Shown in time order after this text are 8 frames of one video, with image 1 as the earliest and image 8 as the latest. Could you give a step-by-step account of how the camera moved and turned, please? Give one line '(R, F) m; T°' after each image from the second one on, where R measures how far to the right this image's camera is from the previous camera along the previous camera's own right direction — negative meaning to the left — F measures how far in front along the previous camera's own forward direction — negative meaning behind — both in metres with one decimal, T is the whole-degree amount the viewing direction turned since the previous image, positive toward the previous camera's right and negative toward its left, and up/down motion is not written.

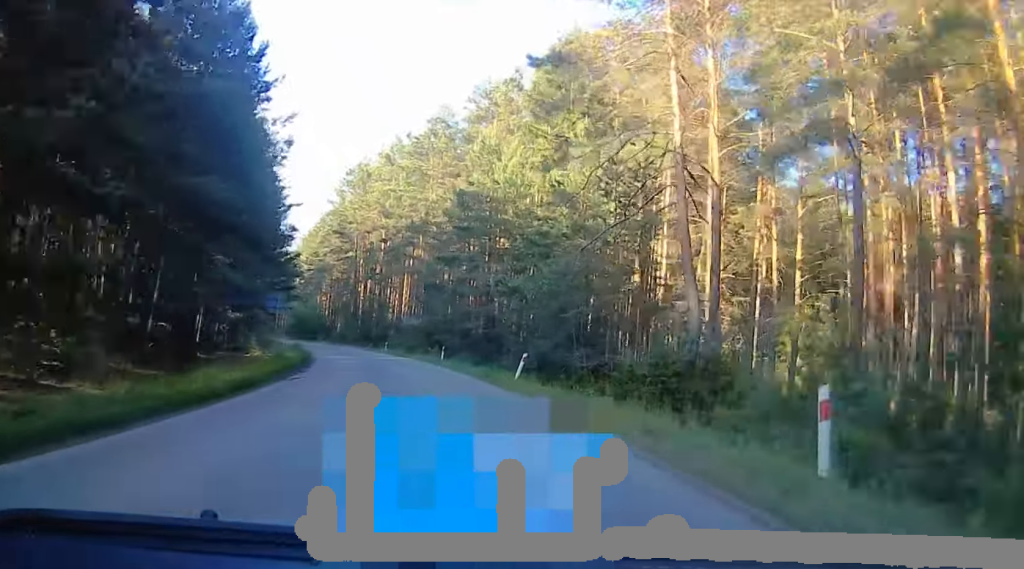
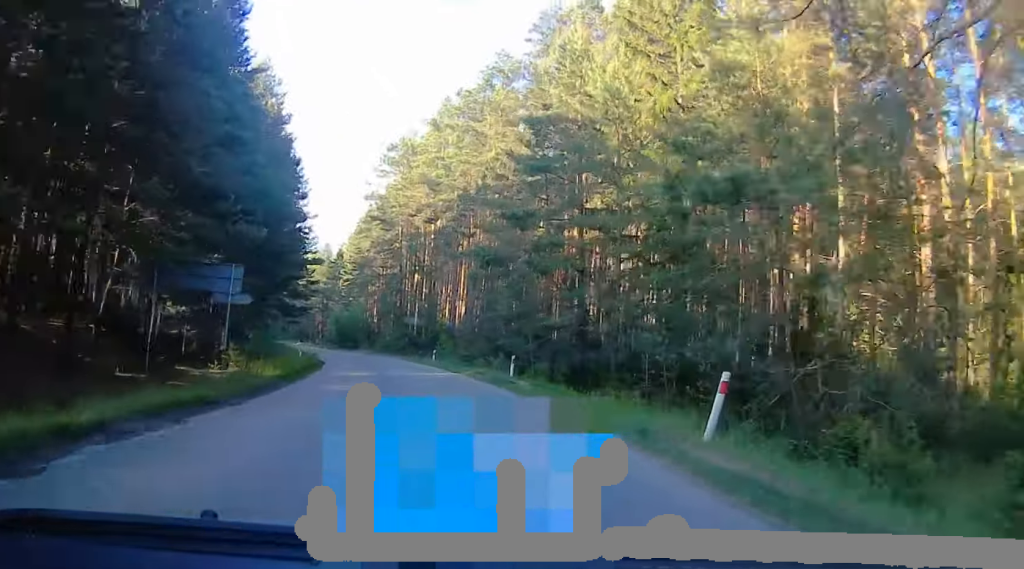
(0.0, +16.5) m; -4°
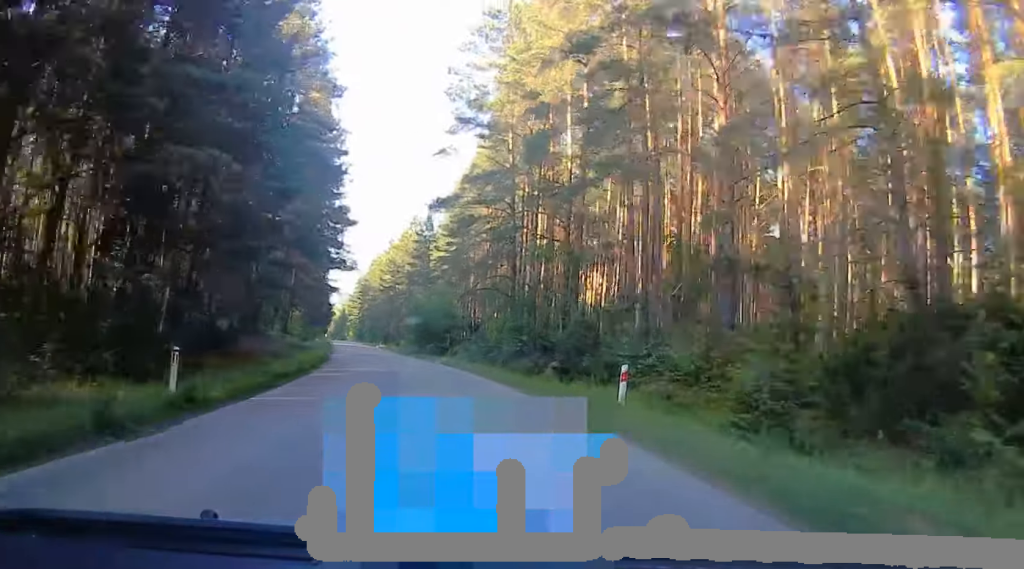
(-3.4, +34.7) m; -9°
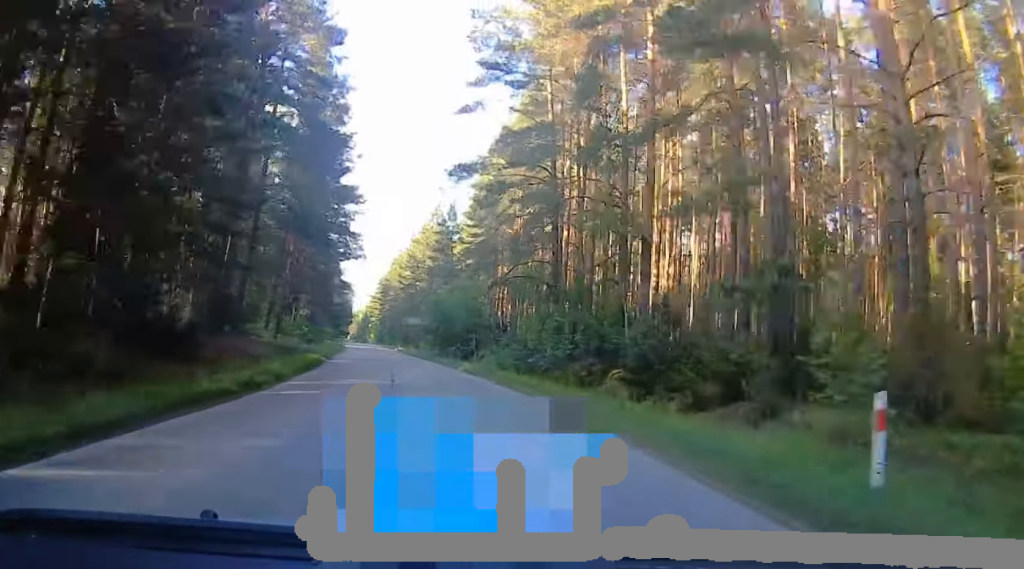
(0.0, +8.9) m; -1°
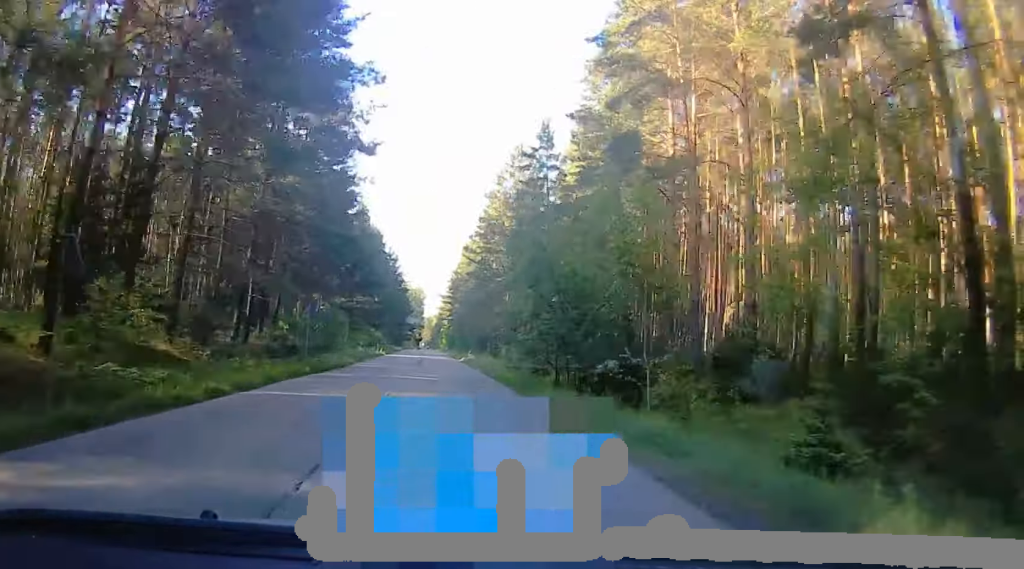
(-1.2, +31.3) m; -5°
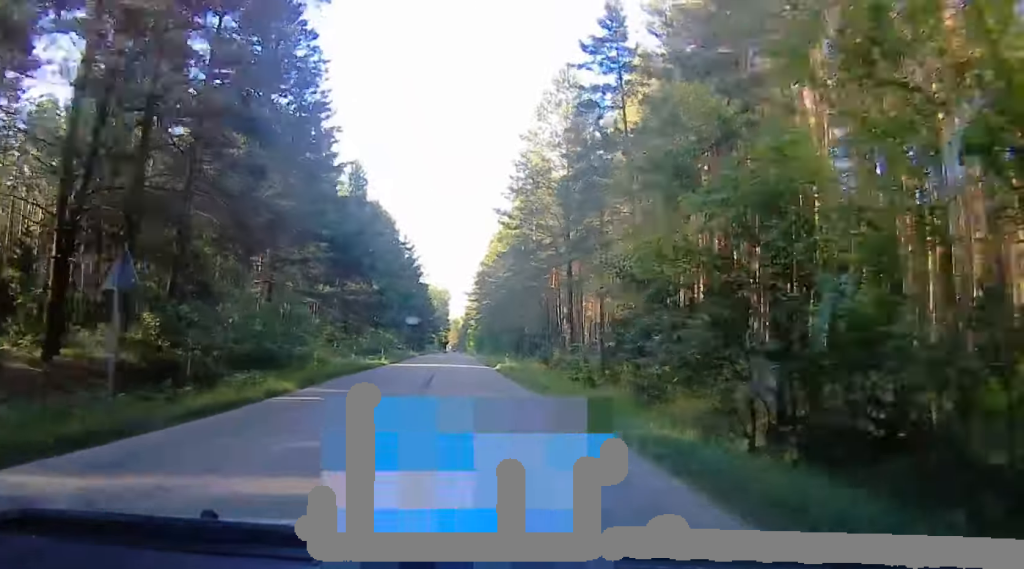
(-0.4, +17.3) m; -4°
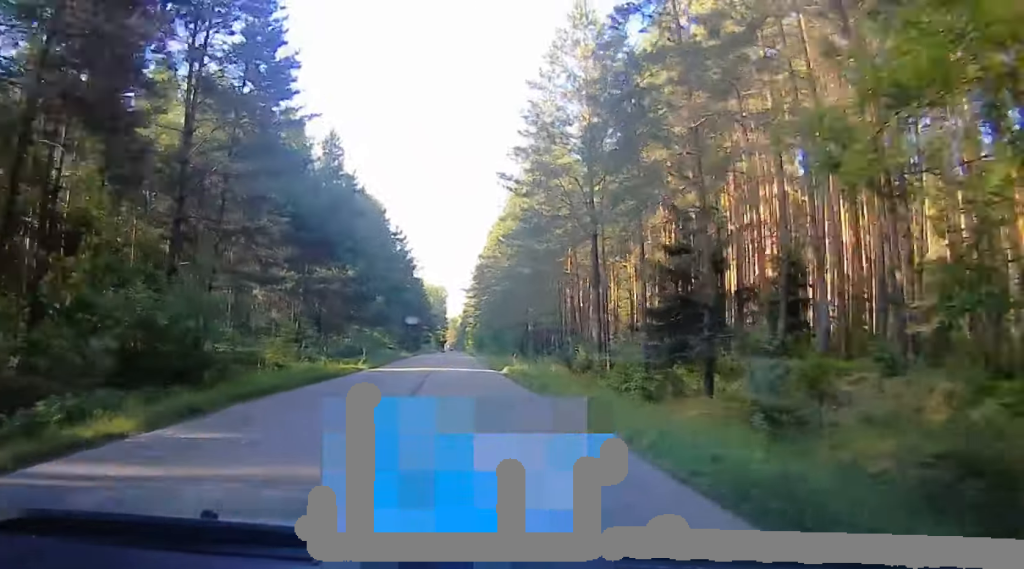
(-0.7, +9.2) m; -2°
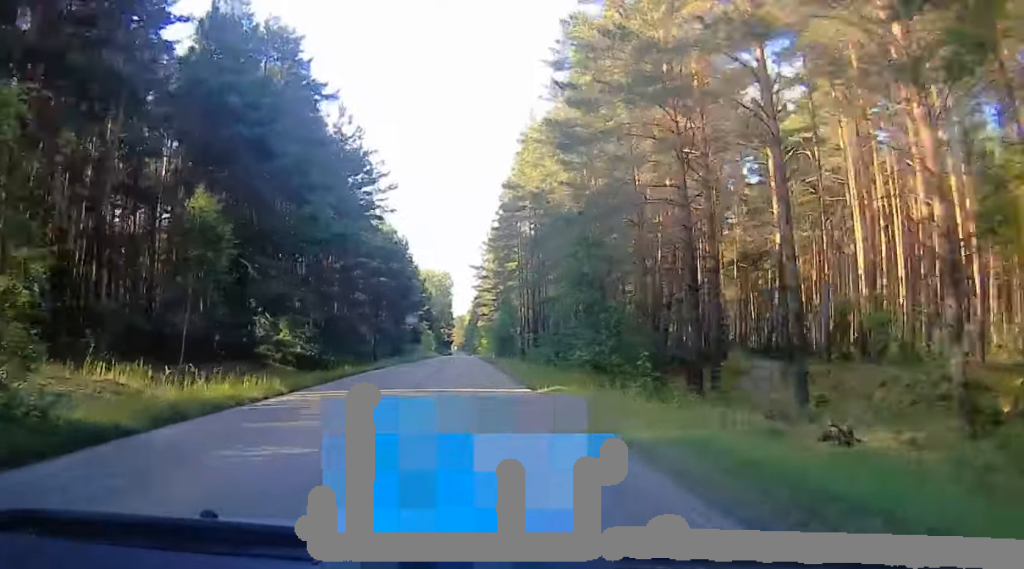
(-1.1, +54.4) m; -1°
